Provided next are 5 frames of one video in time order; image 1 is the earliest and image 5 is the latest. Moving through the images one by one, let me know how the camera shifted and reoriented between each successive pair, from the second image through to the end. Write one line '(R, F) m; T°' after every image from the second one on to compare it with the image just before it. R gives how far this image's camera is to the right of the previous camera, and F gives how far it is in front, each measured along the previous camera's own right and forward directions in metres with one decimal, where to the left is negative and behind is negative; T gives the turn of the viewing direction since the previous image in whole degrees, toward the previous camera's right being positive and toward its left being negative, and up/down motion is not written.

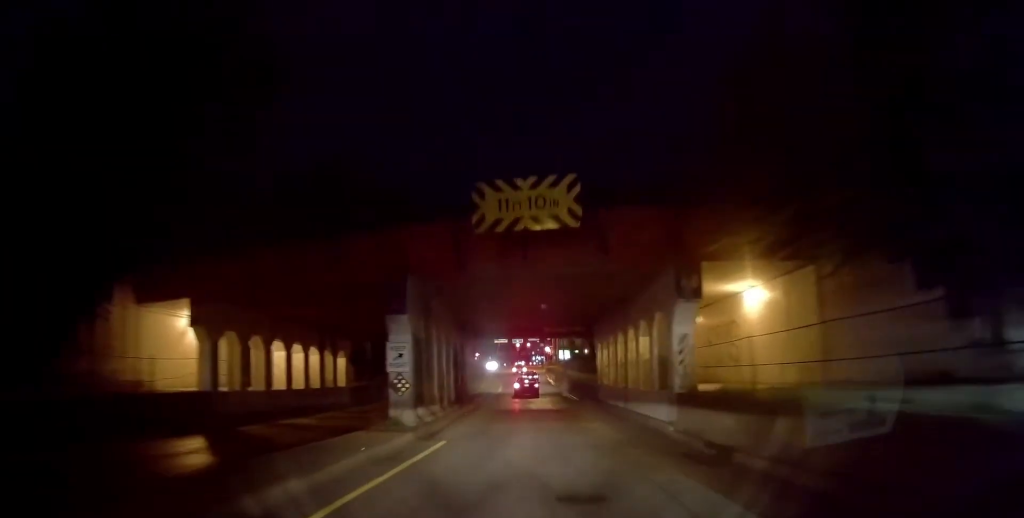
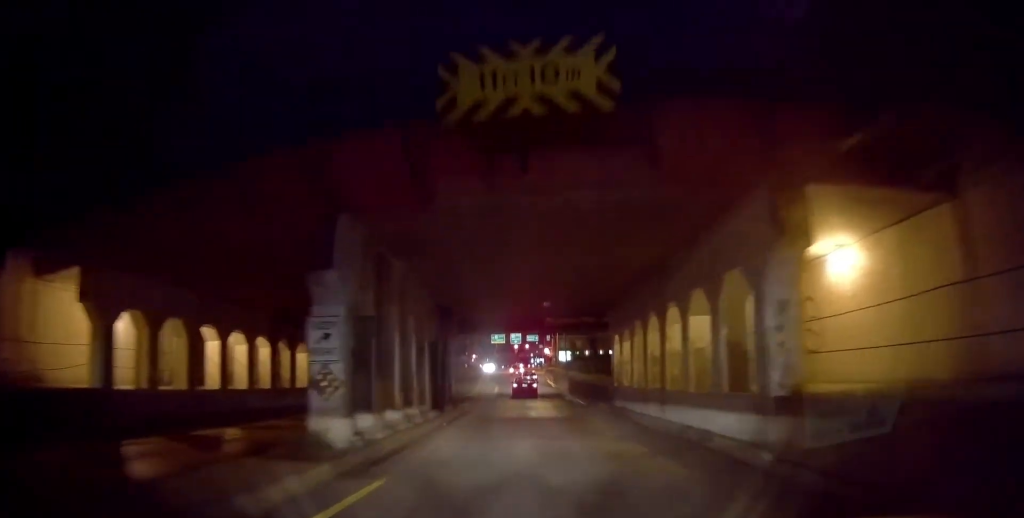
(0.0, +5.3) m; 0°
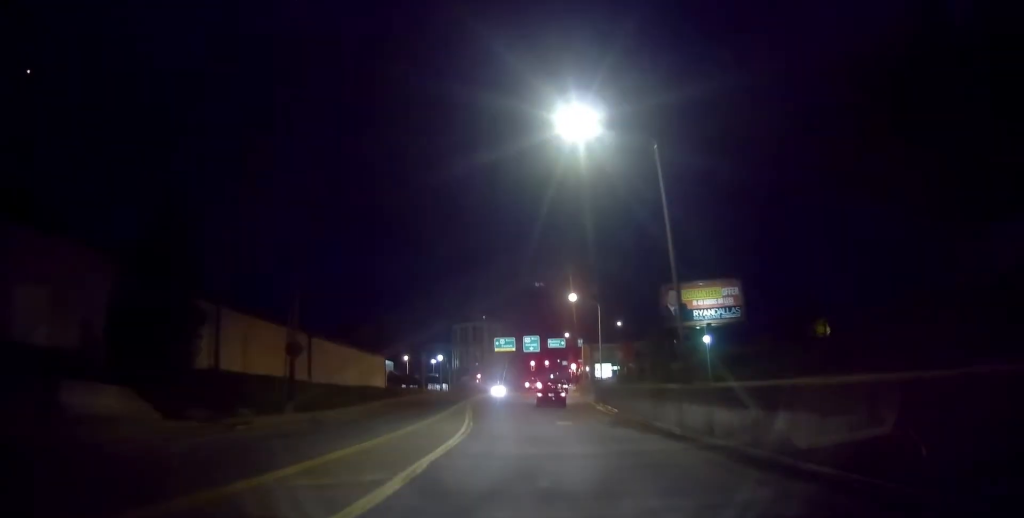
(-0.3, +41.0) m; -1°
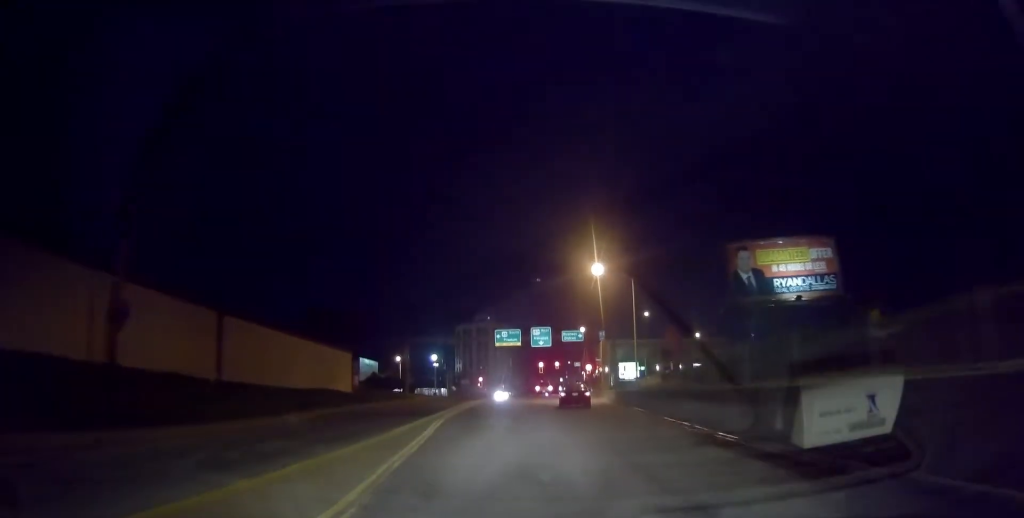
(+0.1, +16.3) m; +1°
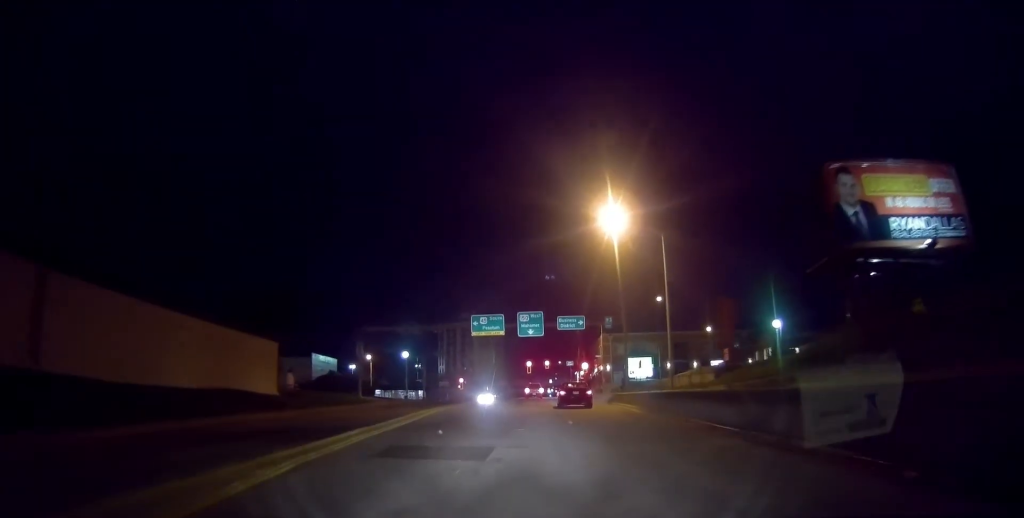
(+0.1, +14.9) m; -1°
